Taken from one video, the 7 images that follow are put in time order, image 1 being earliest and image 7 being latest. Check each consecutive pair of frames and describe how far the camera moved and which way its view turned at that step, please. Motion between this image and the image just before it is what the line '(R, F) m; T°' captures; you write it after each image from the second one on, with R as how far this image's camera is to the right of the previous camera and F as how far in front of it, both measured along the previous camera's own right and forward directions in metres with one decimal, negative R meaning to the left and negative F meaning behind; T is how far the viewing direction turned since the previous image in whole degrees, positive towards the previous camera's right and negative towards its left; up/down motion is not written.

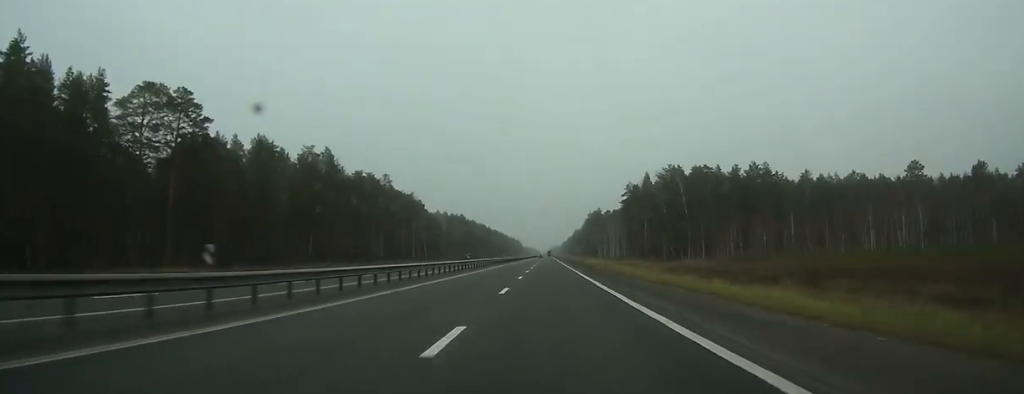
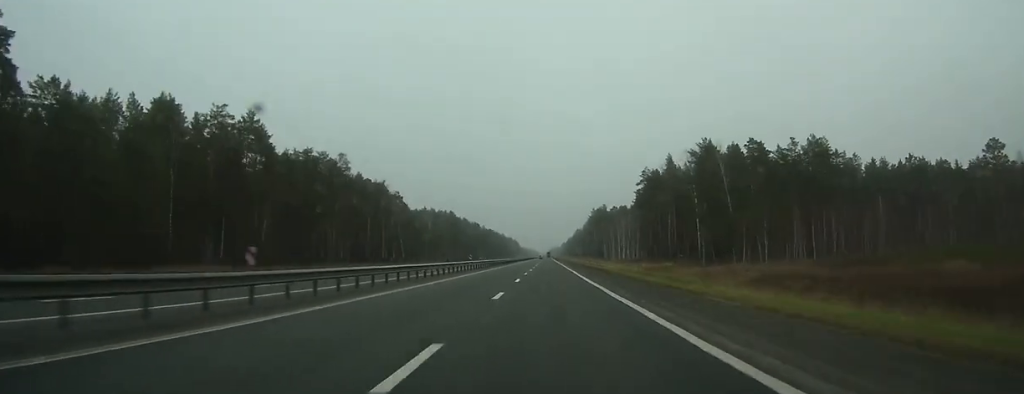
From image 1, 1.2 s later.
(0.0, +38.4) m; 0°
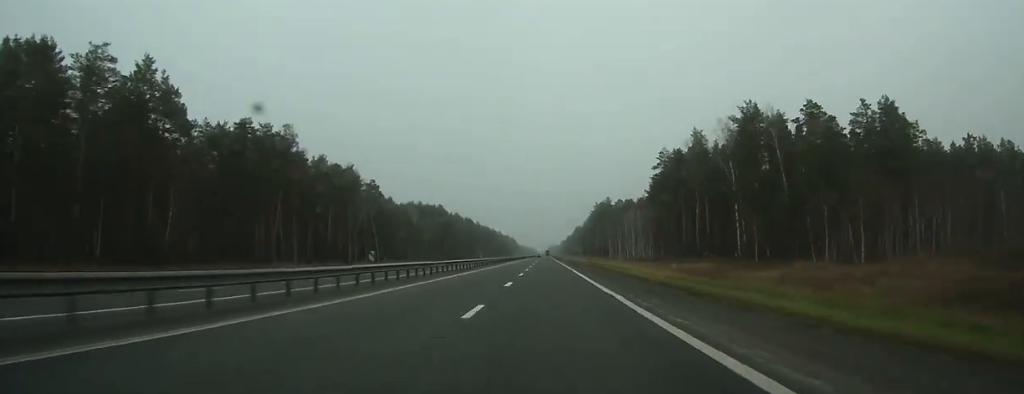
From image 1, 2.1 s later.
(0.0, +29.9) m; 0°
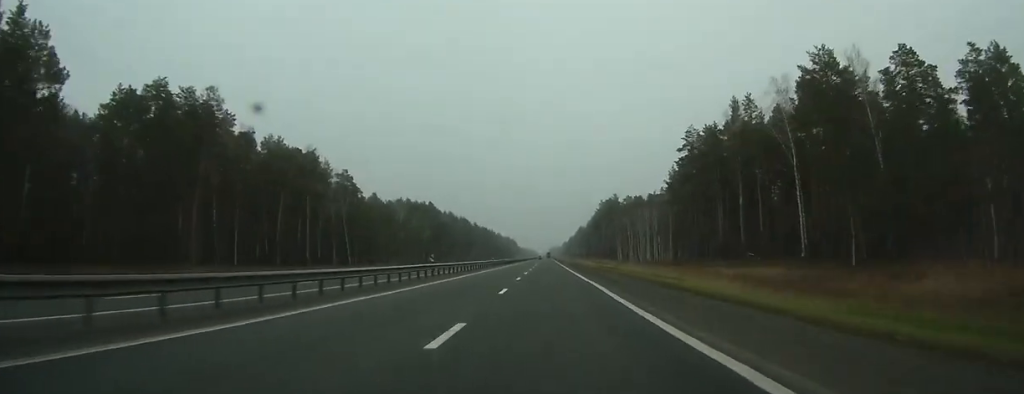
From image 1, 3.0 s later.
(-0.1, +27.7) m; 0°
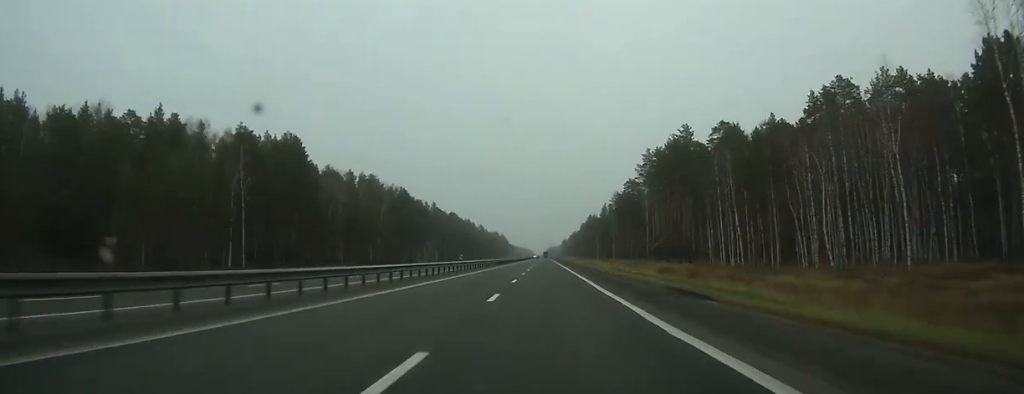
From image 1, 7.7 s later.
(-0.4, +148.3) m; 0°
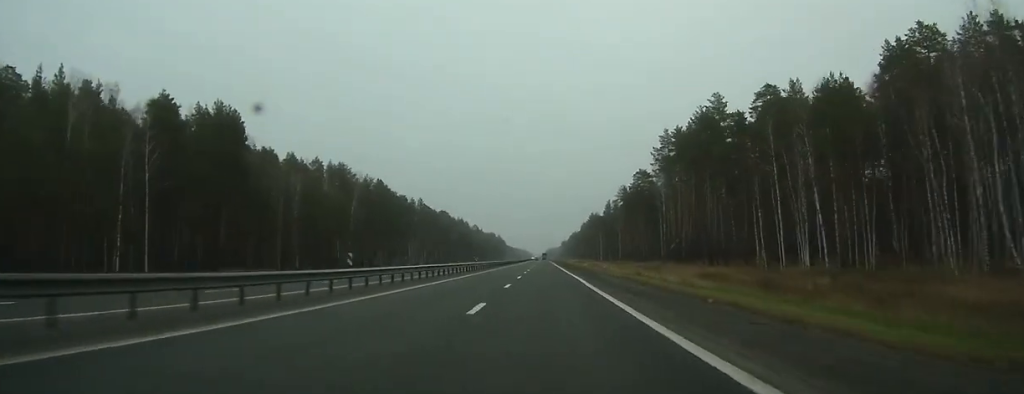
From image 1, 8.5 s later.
(0.0, +27.3) m; 0°
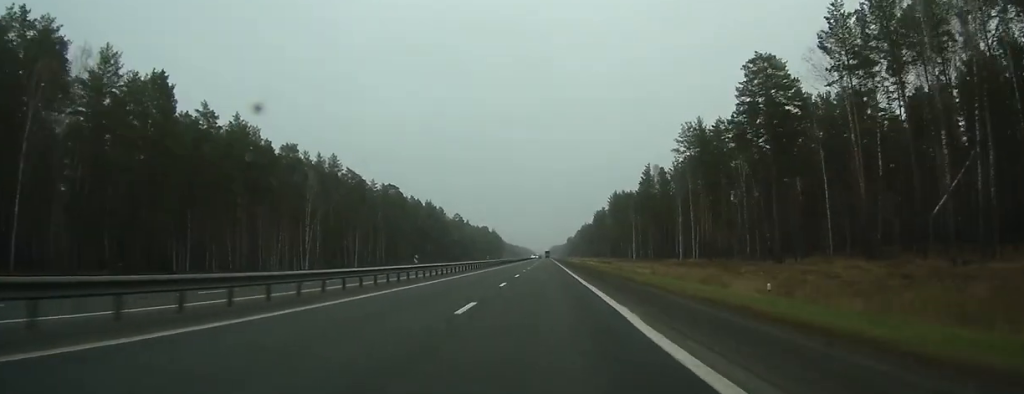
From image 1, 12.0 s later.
(+0.2, +108.3) m; 0°
